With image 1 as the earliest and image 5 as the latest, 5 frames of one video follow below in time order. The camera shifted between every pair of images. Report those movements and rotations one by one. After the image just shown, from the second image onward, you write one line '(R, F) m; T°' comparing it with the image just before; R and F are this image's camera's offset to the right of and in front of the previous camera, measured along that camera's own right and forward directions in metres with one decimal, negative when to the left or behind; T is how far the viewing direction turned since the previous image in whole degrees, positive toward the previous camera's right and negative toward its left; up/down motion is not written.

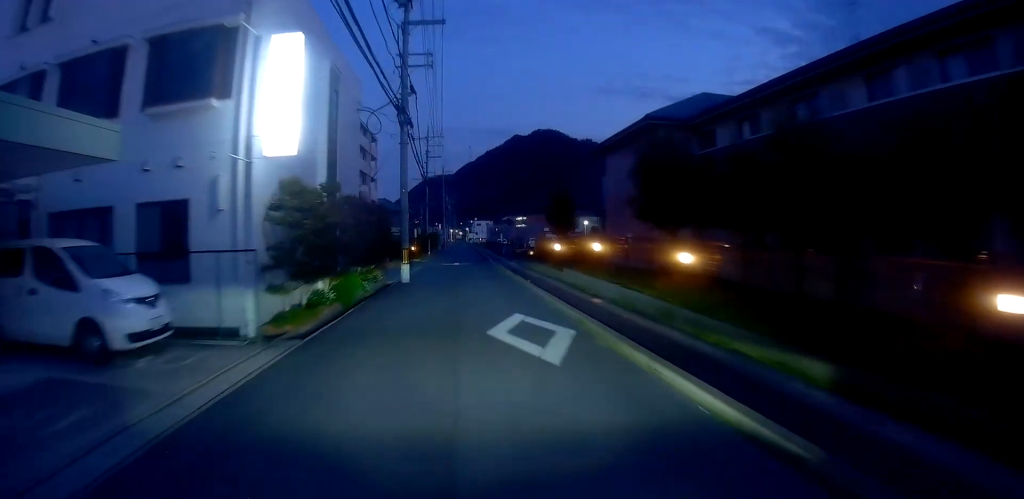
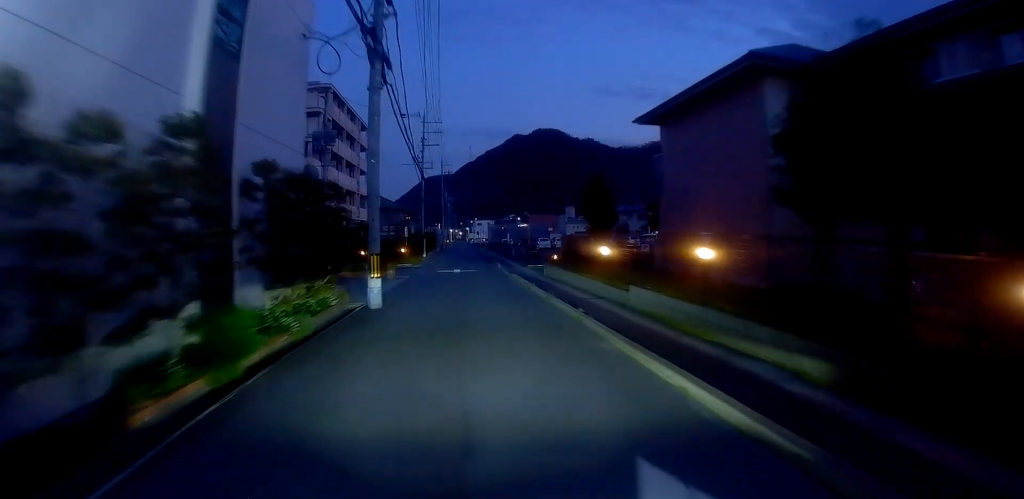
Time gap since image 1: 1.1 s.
(0.0, +8.1) m; 0°
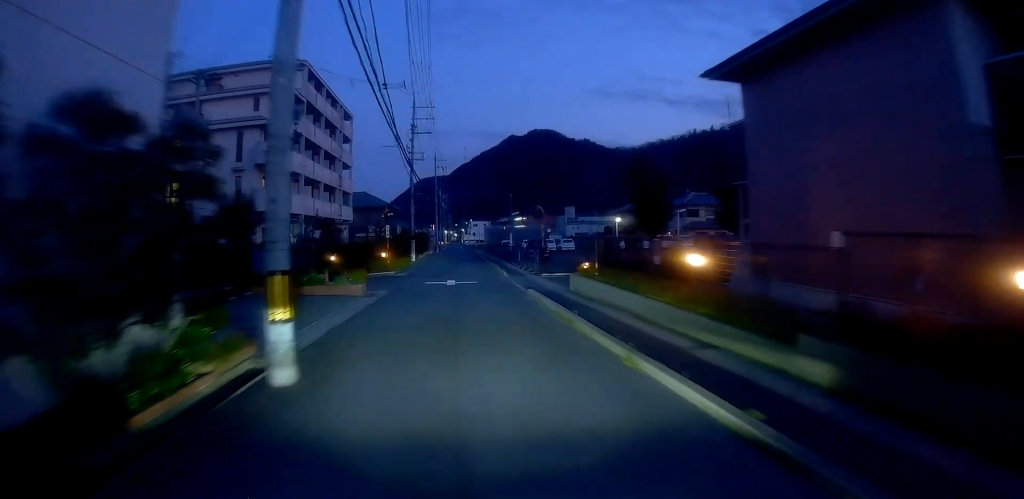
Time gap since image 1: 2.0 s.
(0.0, +7.0) m; 0°
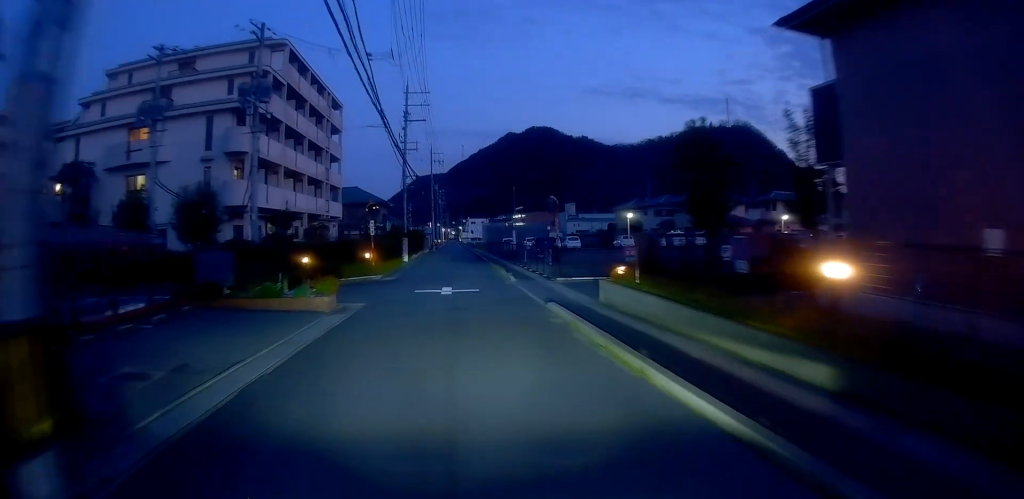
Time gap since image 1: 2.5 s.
(0.0, +4.4) m; 0°
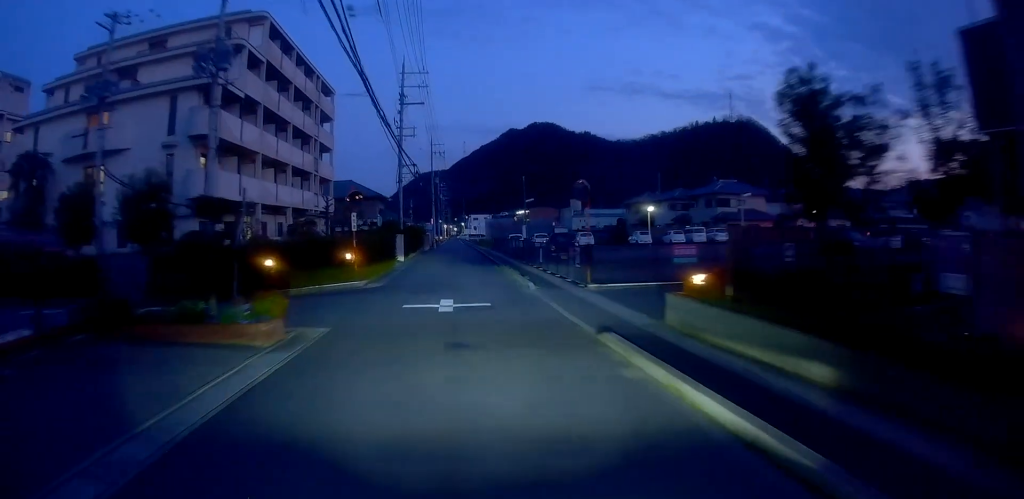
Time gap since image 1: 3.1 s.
(0.0, +4.5) m; +3°
